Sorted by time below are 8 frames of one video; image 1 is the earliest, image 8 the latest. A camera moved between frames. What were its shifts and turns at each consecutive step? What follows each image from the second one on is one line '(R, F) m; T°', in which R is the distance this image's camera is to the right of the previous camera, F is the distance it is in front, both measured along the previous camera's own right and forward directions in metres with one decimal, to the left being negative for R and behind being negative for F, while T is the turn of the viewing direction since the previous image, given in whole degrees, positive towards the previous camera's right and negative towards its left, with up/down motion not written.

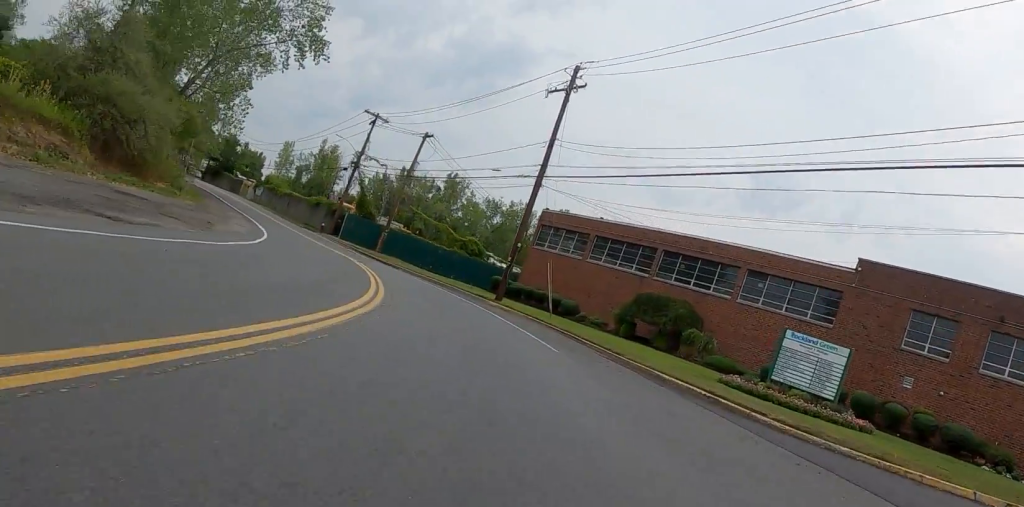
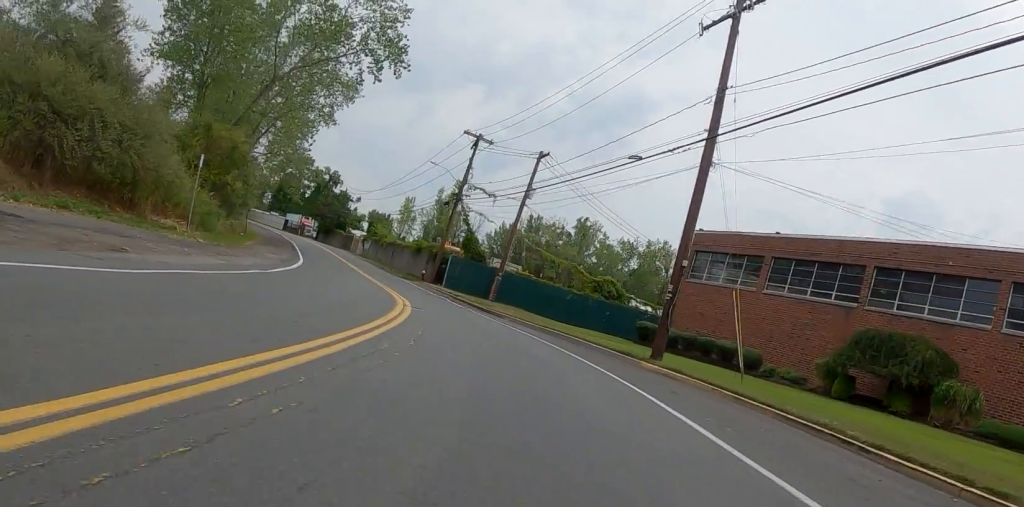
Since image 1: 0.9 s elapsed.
(-1.3, +11.2) m; -12°
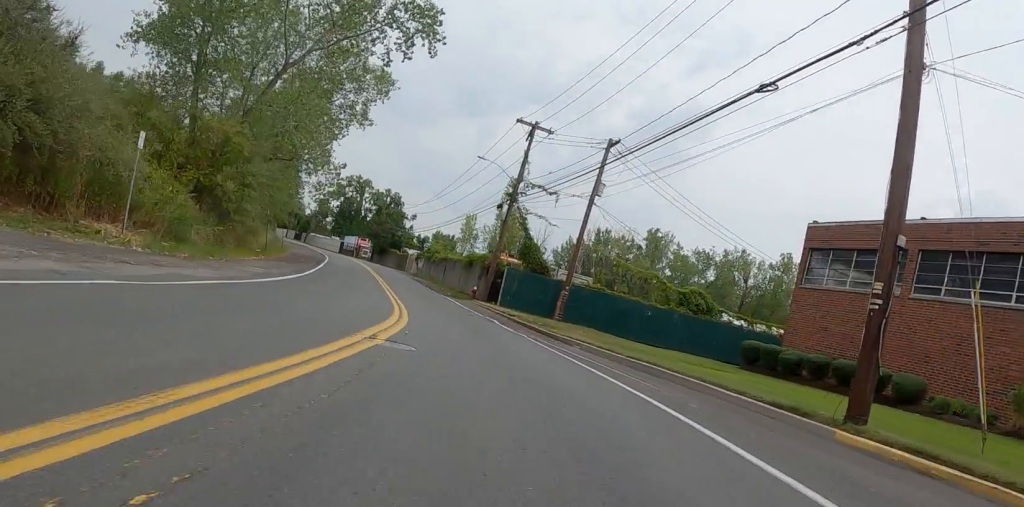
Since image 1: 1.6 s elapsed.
(-0.5, +7.6) m; -8°
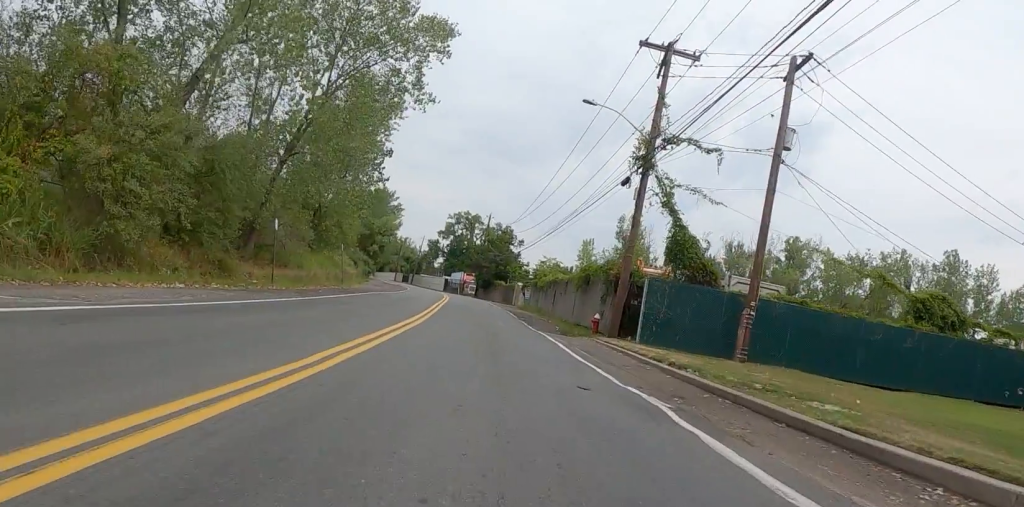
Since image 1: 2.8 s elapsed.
(-2.2, +14.4) m; -16°
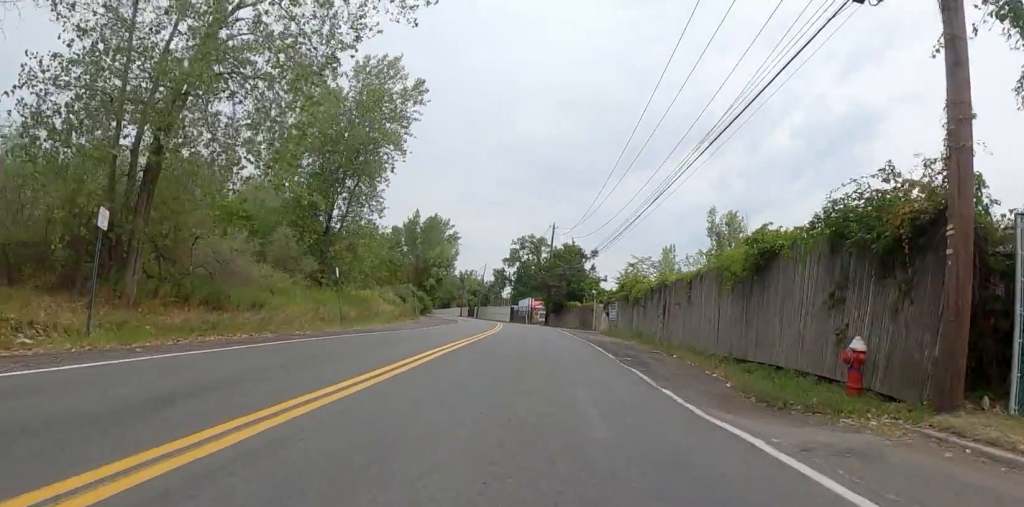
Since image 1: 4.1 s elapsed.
(-1.9, +15.0) m; -10°
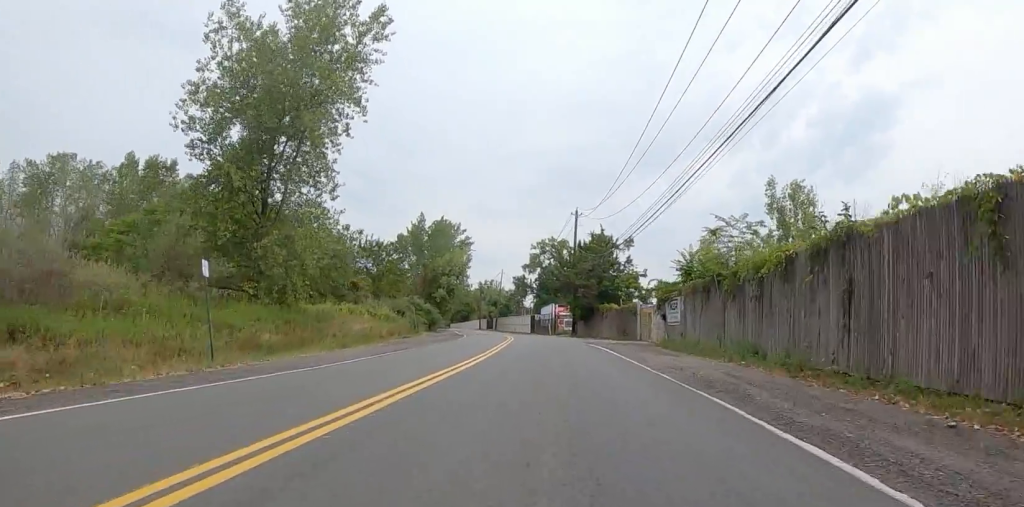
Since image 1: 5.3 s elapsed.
(-0.2, +14.0) m; -1°
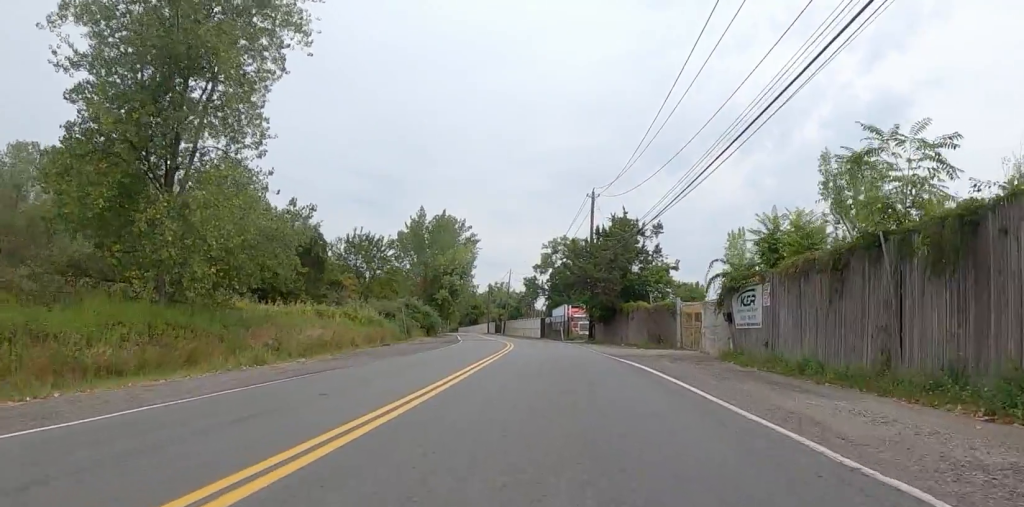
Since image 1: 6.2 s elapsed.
(0.0, +9.8) m; 0°
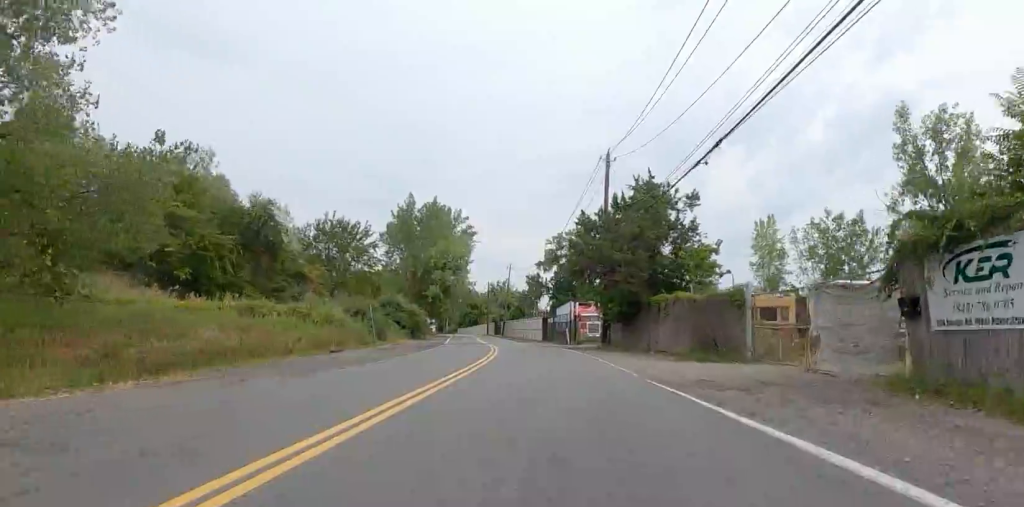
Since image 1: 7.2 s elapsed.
(-0.1, +11.1) m; -6°
